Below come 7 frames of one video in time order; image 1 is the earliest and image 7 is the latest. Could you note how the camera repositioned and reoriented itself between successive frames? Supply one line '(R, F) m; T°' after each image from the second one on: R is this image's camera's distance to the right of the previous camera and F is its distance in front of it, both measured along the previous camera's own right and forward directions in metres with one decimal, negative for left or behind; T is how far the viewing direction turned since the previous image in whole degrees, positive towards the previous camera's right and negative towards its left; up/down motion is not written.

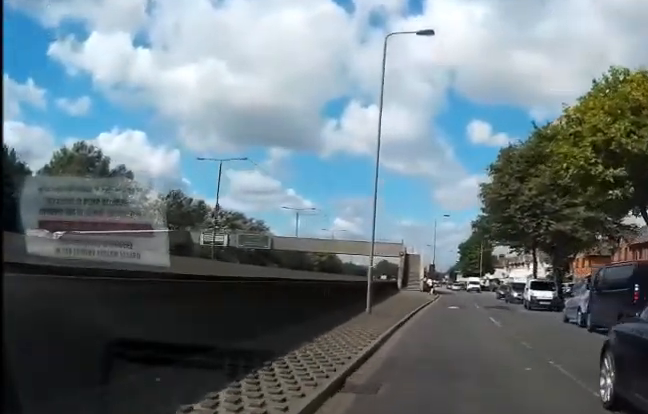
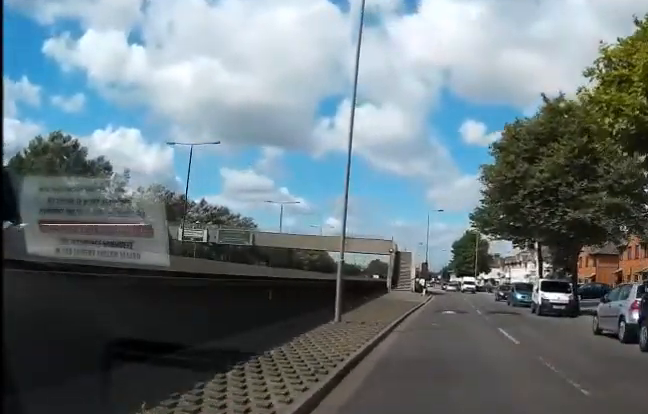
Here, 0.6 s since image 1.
(0.0, +4.3) m; 0°
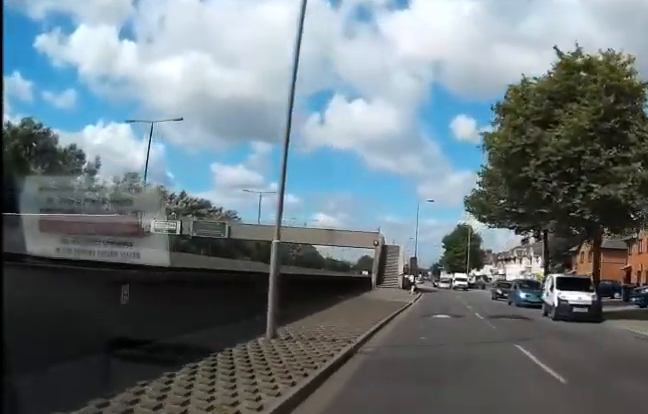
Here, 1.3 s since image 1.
(0.0, +4.6) m; 0°
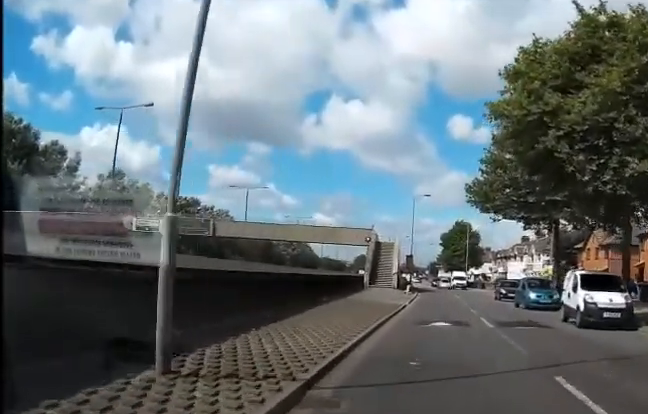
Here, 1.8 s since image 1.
(0.0, +3.5) m; 0°
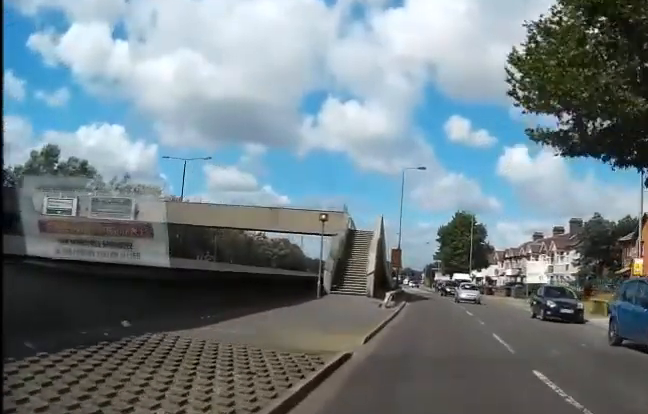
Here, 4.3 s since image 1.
(0.0, +18.4) m; 0°
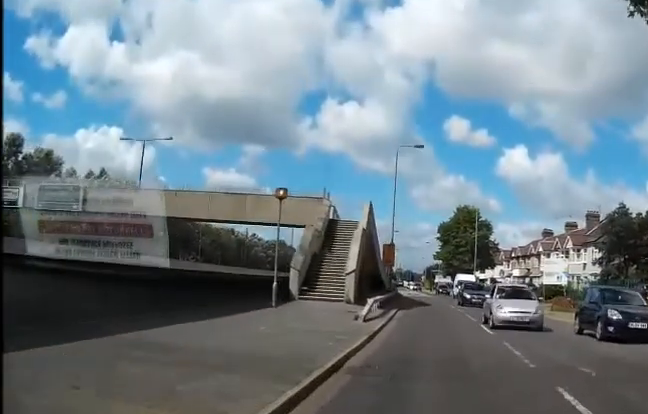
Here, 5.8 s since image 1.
(0.0, +11.8) m; 0°
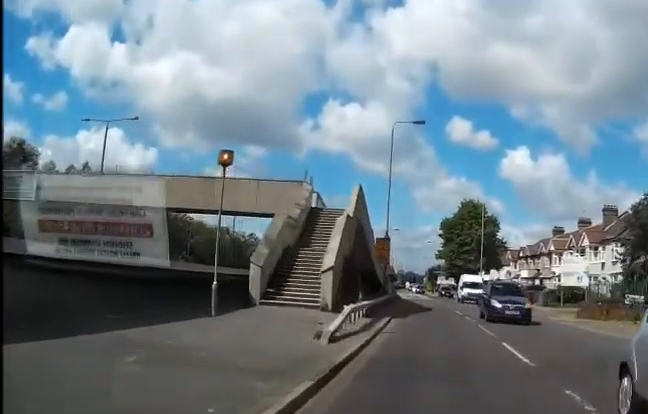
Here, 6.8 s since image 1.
(0.0, +8.2) m; +1°
